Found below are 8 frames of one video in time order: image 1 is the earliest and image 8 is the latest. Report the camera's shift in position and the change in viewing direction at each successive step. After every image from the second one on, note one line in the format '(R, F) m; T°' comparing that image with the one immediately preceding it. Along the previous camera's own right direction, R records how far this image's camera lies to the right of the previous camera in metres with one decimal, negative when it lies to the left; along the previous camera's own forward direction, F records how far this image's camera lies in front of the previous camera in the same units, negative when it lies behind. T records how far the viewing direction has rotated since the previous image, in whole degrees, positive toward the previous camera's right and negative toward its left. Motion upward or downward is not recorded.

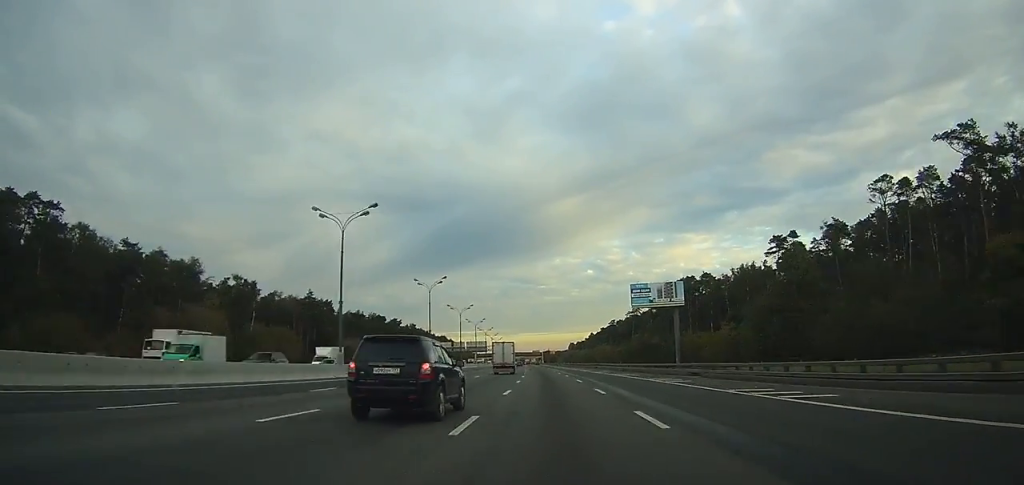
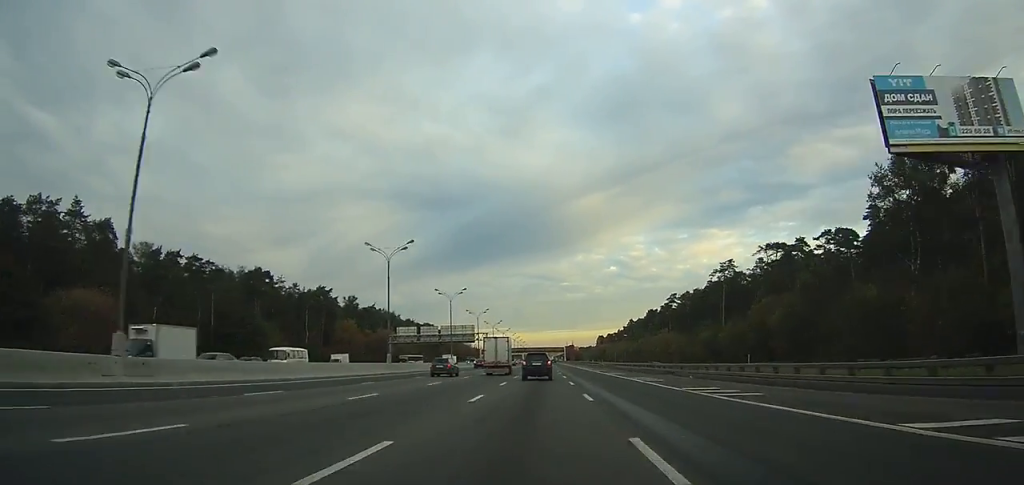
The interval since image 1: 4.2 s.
(-1.6, +102.7) m; -2°
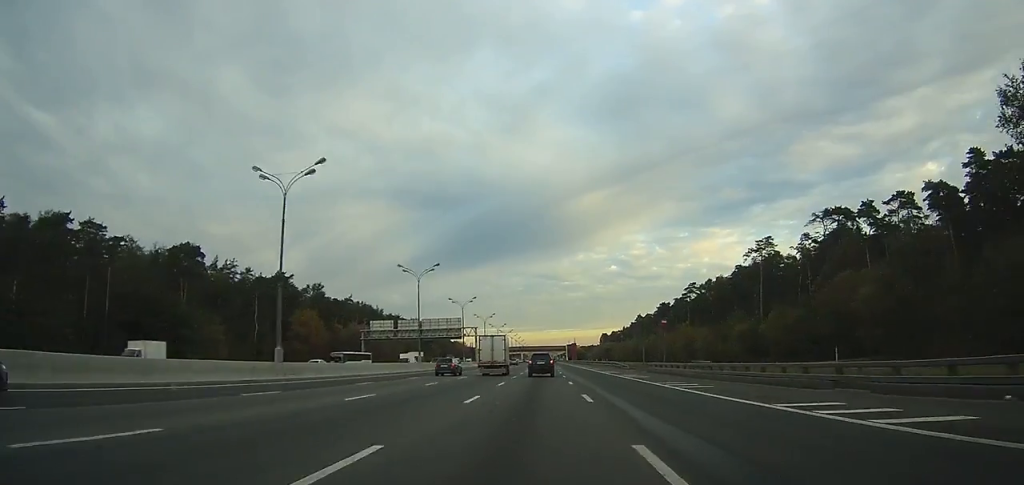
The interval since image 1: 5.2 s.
(-0.1, +26.1) m; 0°
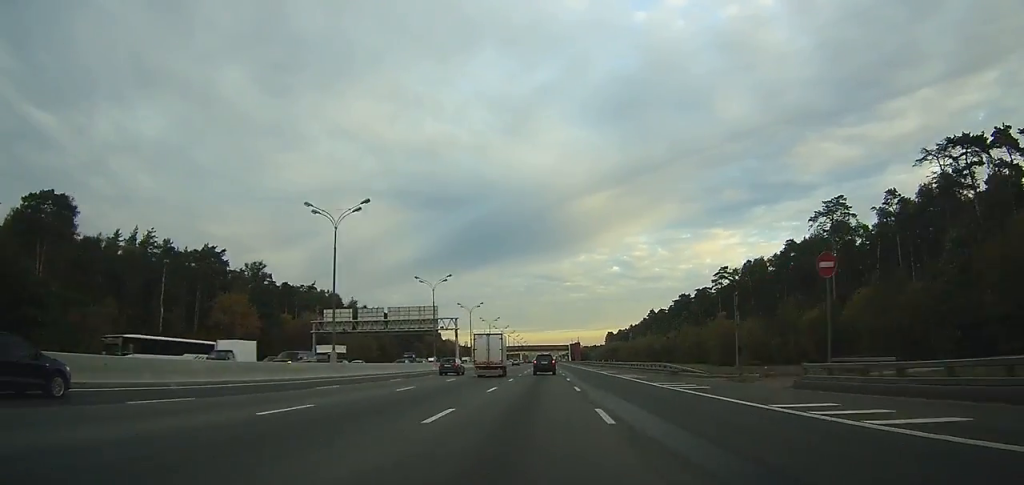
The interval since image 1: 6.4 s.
(-0.1, +31.4) m; 0°
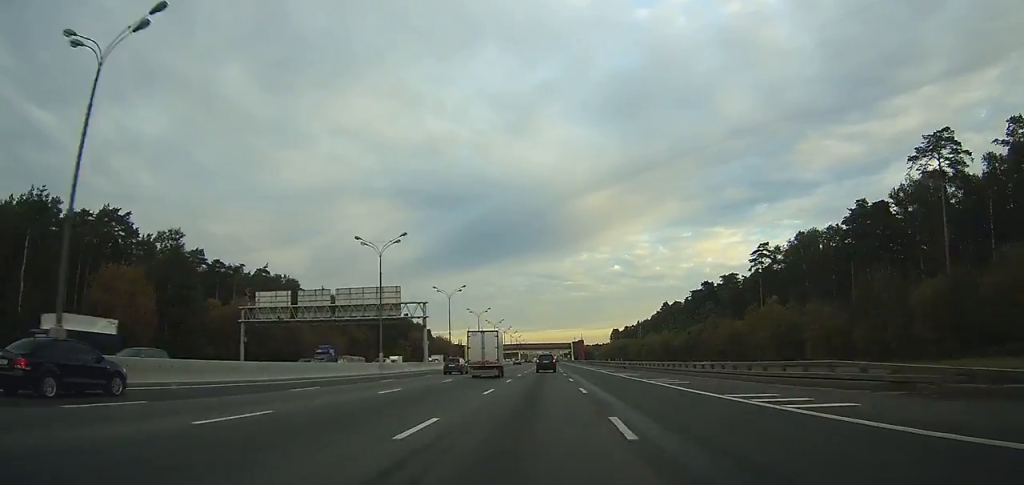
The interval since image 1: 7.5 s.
(0.0, +27.3) m; 0°
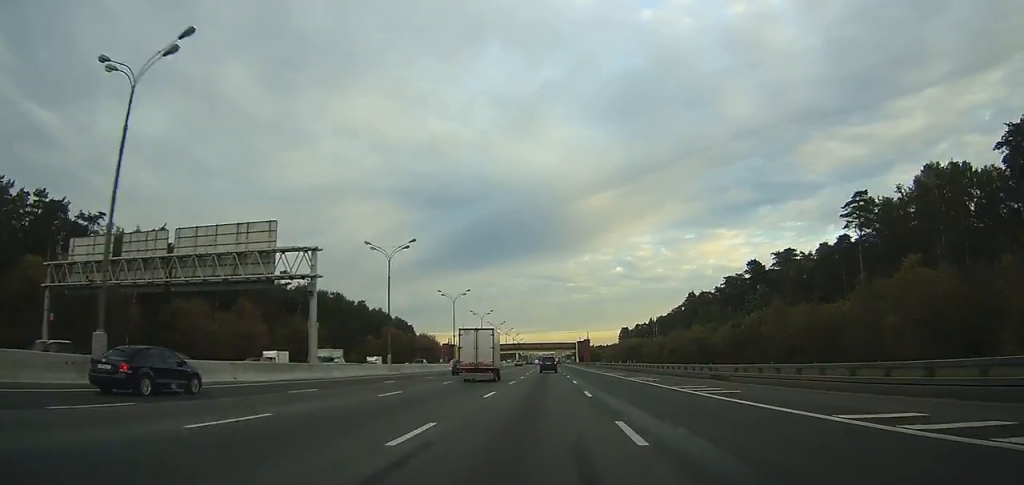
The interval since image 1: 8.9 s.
(0.0, +37.0) m; 0°
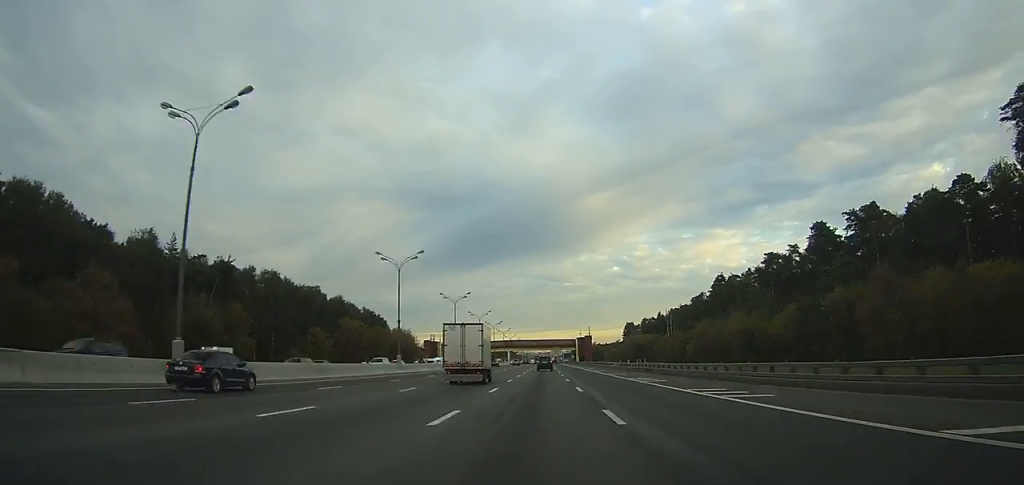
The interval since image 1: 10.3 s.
(-0.1, +32.6) m; 0°
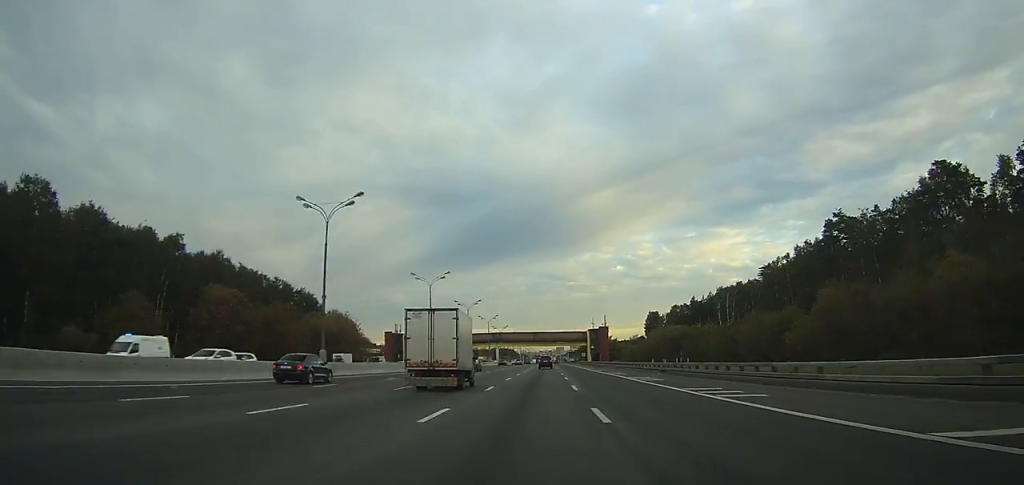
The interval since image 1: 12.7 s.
(+0.1, +58.5) m; 0°
